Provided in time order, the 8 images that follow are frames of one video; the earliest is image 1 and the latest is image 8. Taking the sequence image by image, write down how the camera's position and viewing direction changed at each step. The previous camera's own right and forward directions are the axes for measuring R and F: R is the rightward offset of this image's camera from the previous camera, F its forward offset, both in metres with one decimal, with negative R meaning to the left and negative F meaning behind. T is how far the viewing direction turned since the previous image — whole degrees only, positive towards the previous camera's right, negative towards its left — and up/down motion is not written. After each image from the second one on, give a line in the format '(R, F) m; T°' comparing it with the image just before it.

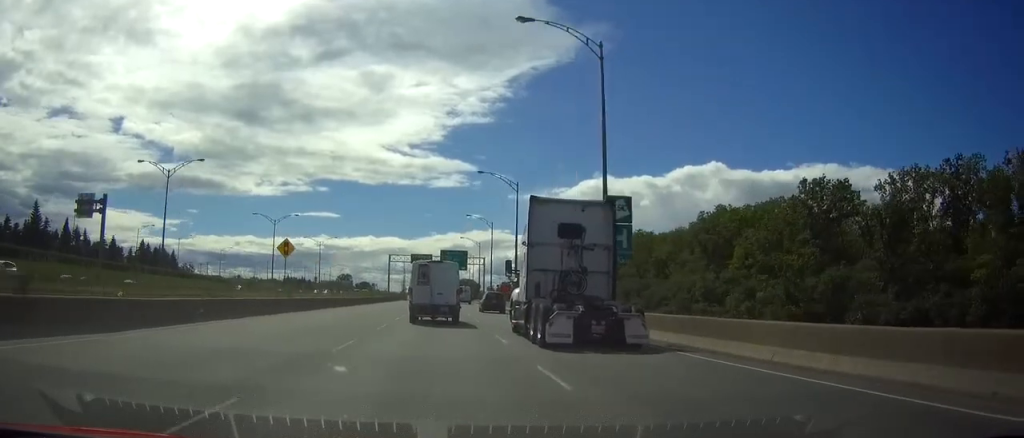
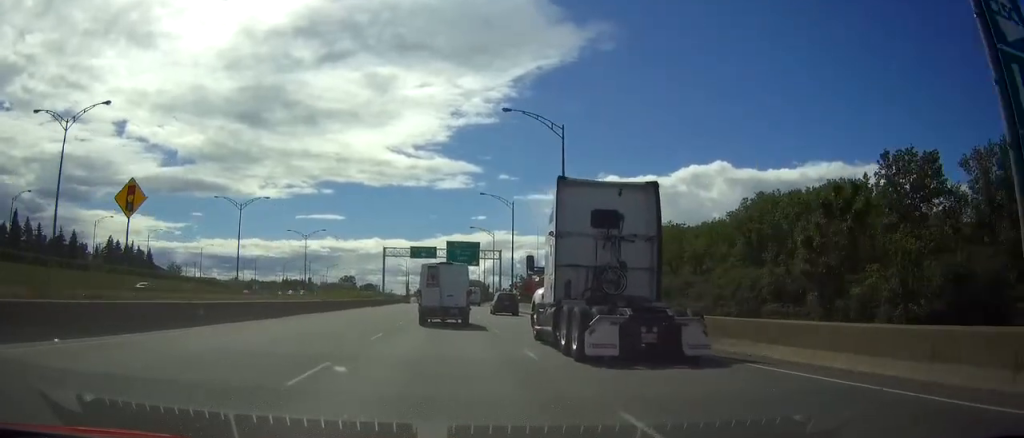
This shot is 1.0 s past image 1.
(0.0, +23.1) m; -1°
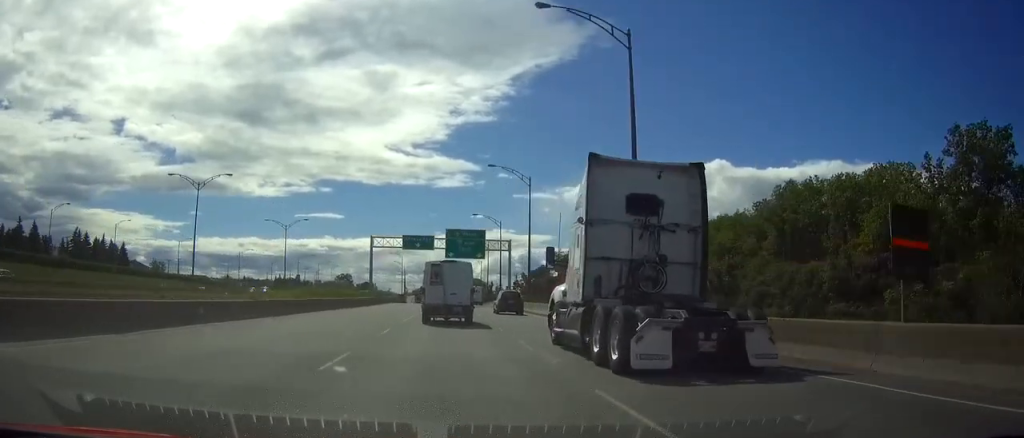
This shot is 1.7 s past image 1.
(-0.2, +16.6) m; 0°
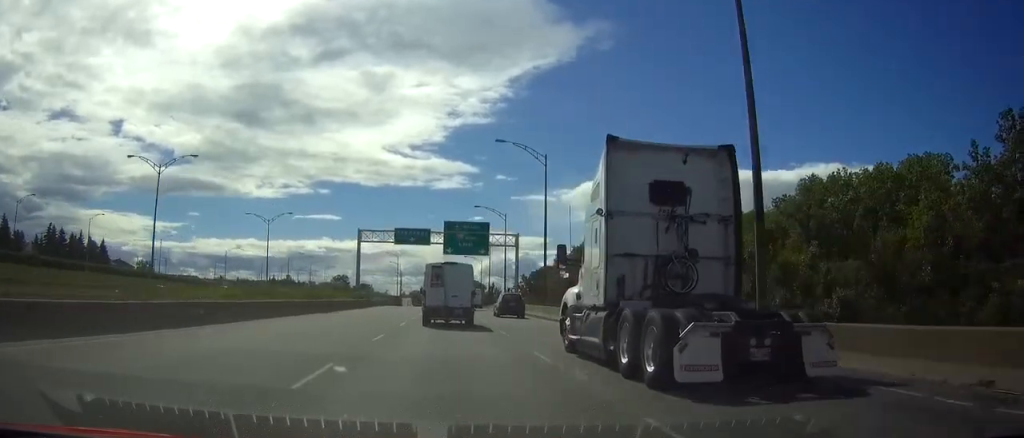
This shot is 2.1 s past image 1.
(-0.1, +11.1) m; 0°
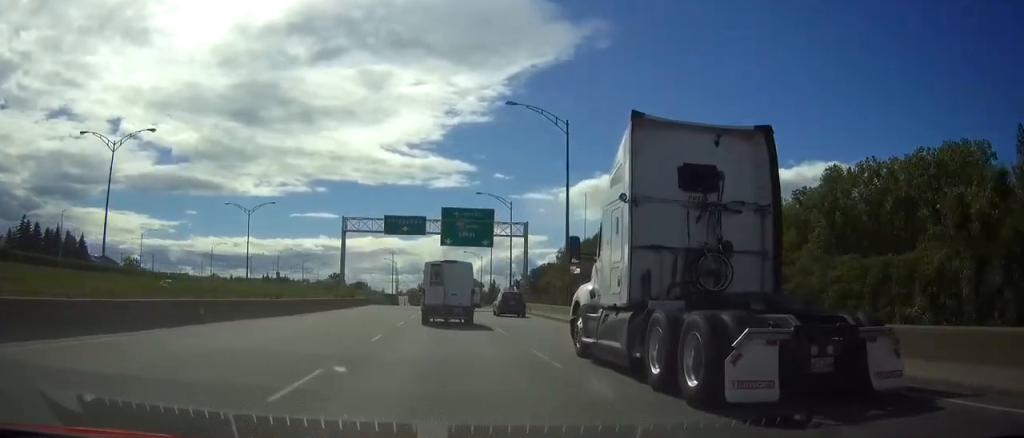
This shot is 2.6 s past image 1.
(+0.1, +10.1) m; 0°
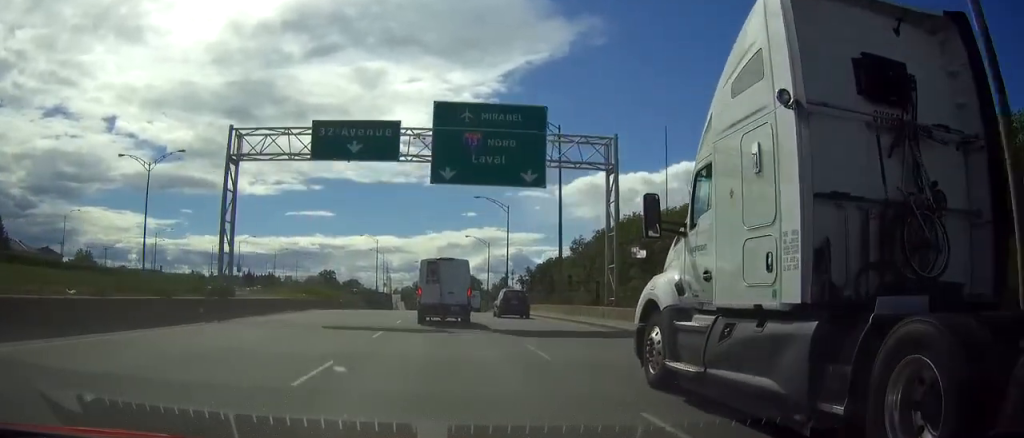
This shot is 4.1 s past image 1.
(+0.3, +35.5) m; +1°
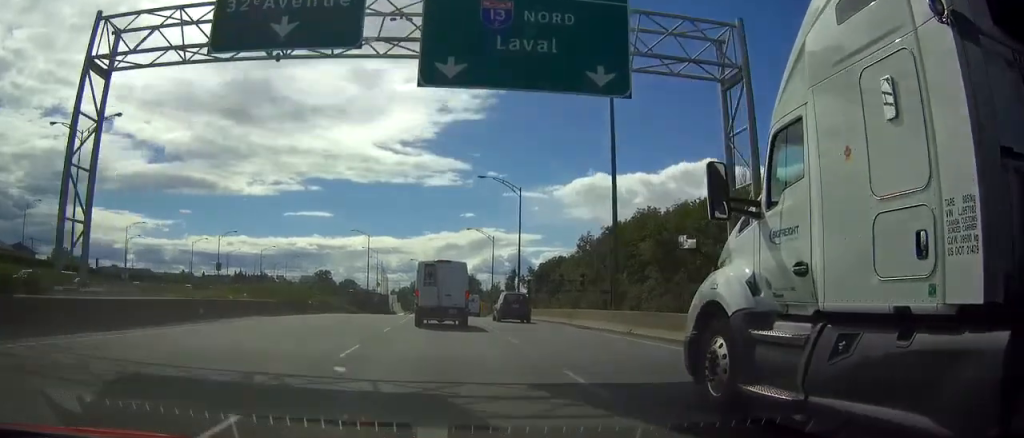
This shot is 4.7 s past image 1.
(-0.1, +14.3) m; 0°
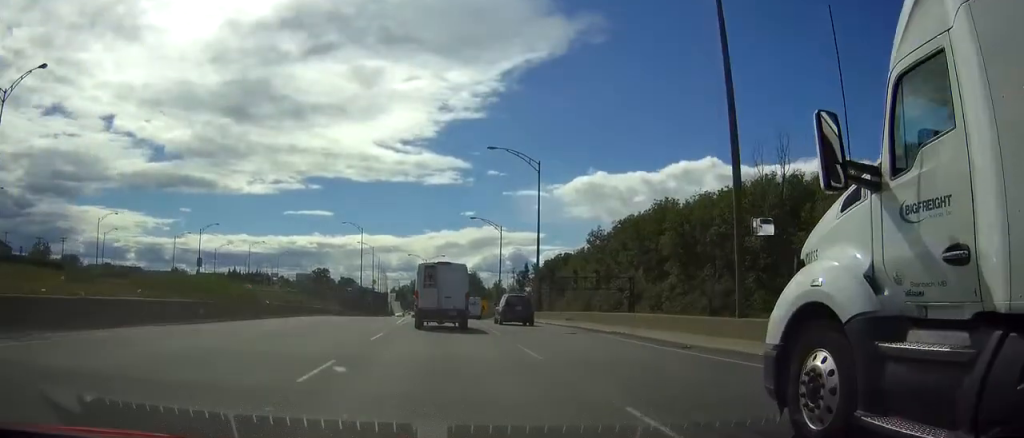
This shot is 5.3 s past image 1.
(0.0, +12.7) m; 0°
